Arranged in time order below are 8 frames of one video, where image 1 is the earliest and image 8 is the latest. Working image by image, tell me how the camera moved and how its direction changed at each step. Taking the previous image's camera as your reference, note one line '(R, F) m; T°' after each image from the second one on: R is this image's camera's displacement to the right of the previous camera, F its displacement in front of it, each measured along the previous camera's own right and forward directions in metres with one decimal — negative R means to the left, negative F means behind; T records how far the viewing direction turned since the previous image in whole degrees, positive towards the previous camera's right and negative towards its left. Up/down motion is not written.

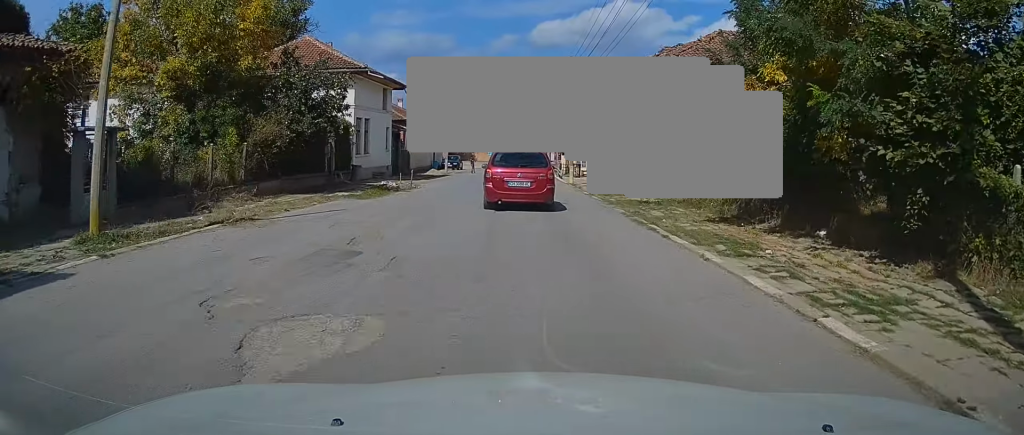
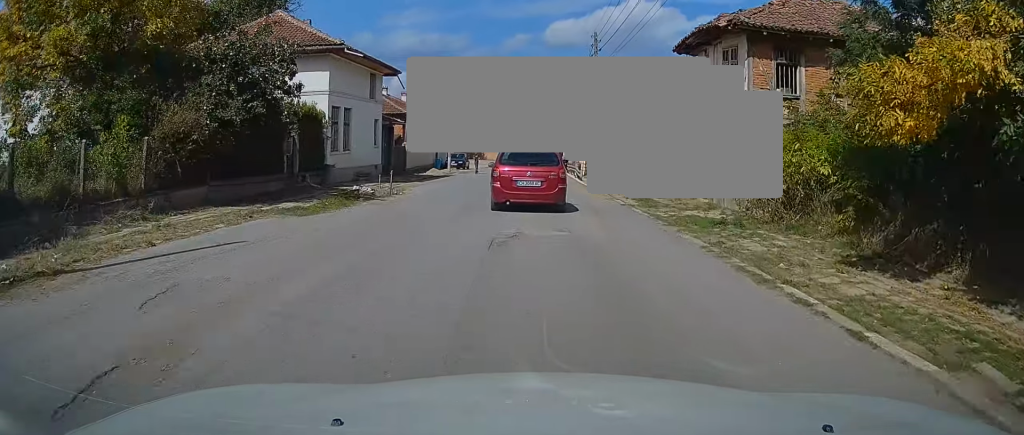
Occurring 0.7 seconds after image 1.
(-0.1, +6.4) m; -1°
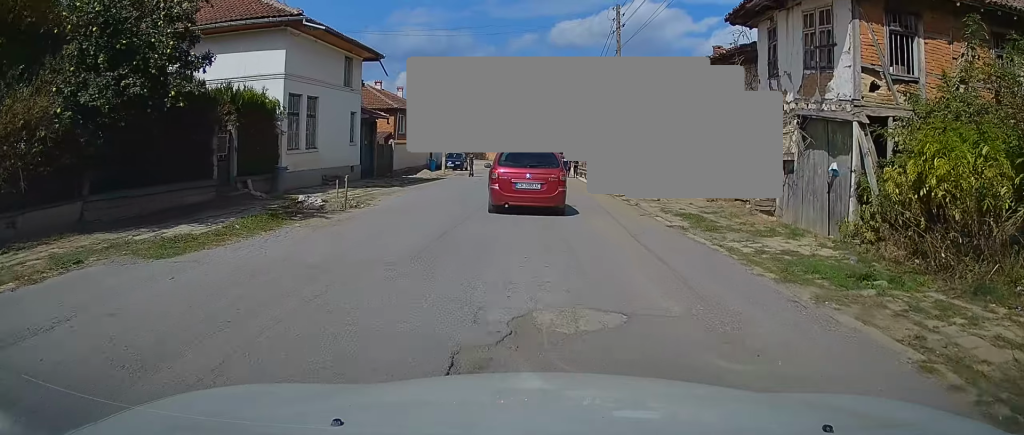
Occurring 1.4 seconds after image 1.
(-0.1, +5.8) m; 0°
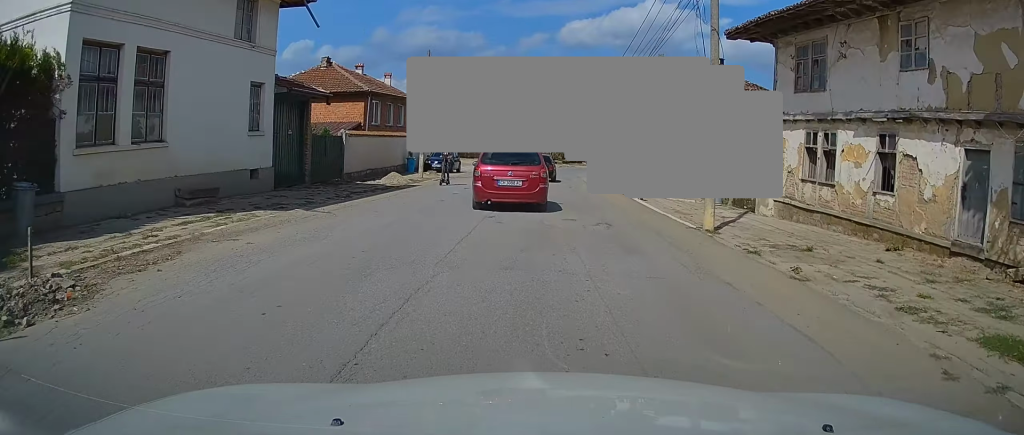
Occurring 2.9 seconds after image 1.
(-0.1, +11.9) m; -2°
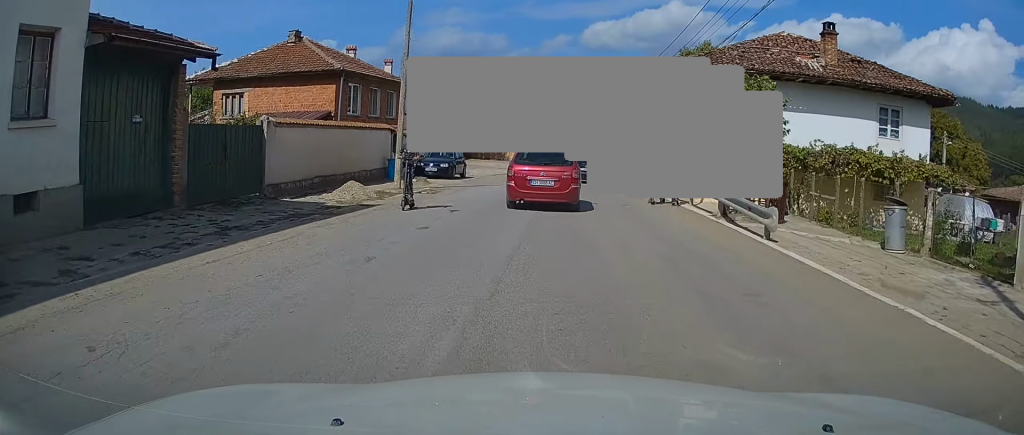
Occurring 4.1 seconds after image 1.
(-0.2, +10.1) m; 0°
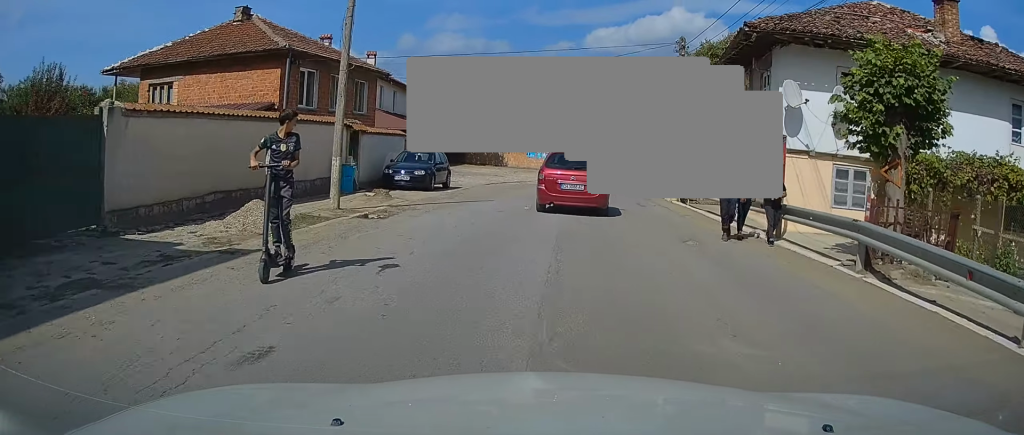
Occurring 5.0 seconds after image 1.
(+0.1, +7.0) m; +2°
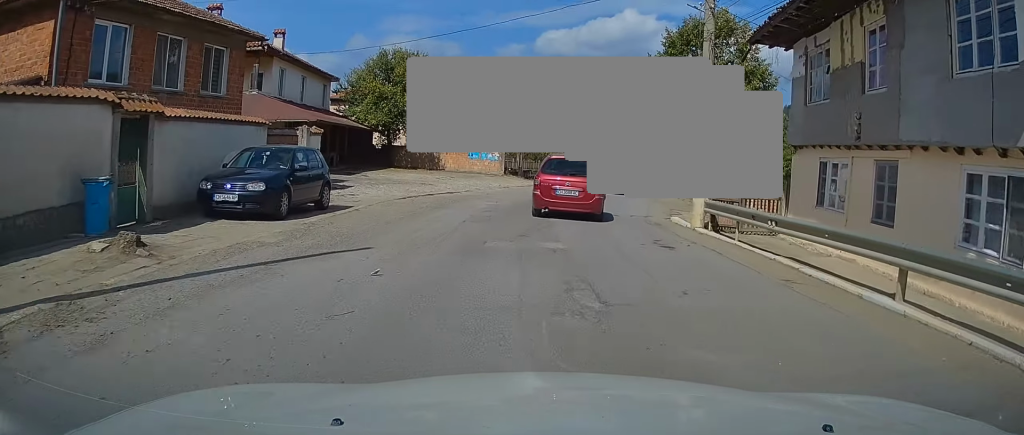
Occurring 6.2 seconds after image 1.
(+0.4, +10.0) m; +2°
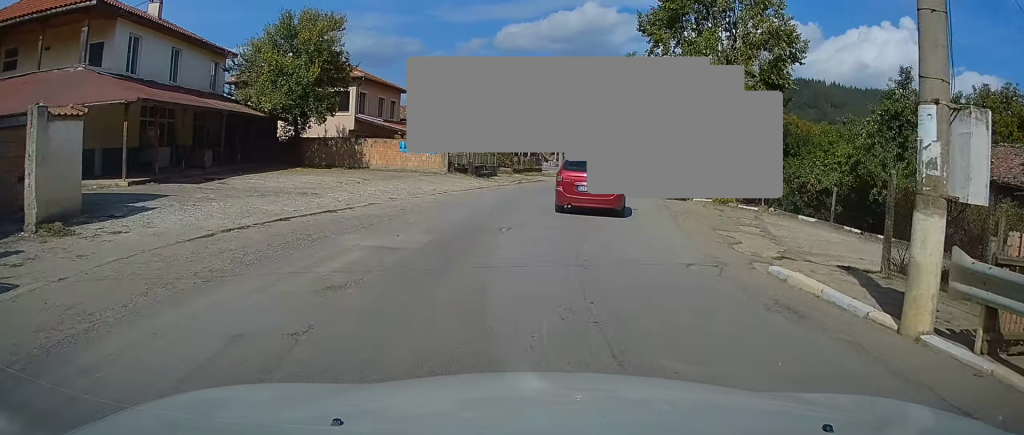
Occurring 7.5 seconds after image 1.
(0.0, +11.0) m; +2°
